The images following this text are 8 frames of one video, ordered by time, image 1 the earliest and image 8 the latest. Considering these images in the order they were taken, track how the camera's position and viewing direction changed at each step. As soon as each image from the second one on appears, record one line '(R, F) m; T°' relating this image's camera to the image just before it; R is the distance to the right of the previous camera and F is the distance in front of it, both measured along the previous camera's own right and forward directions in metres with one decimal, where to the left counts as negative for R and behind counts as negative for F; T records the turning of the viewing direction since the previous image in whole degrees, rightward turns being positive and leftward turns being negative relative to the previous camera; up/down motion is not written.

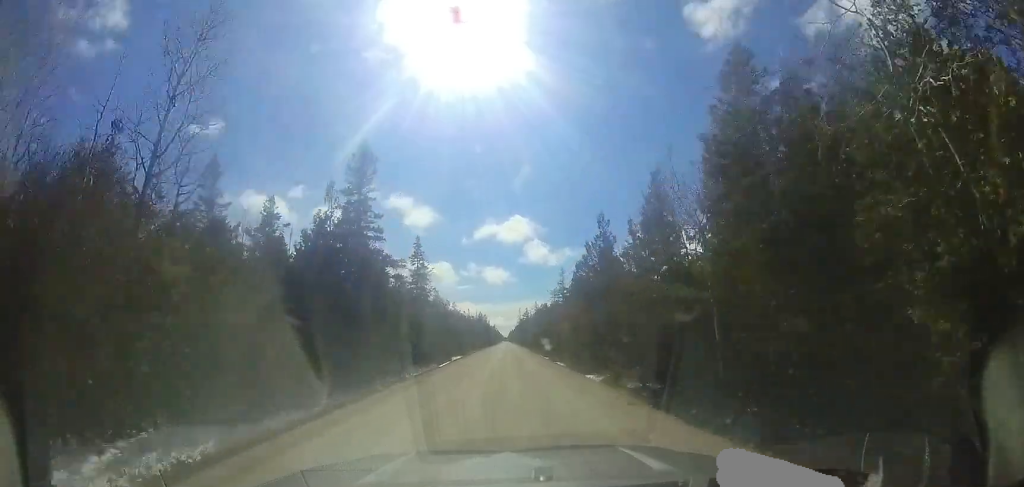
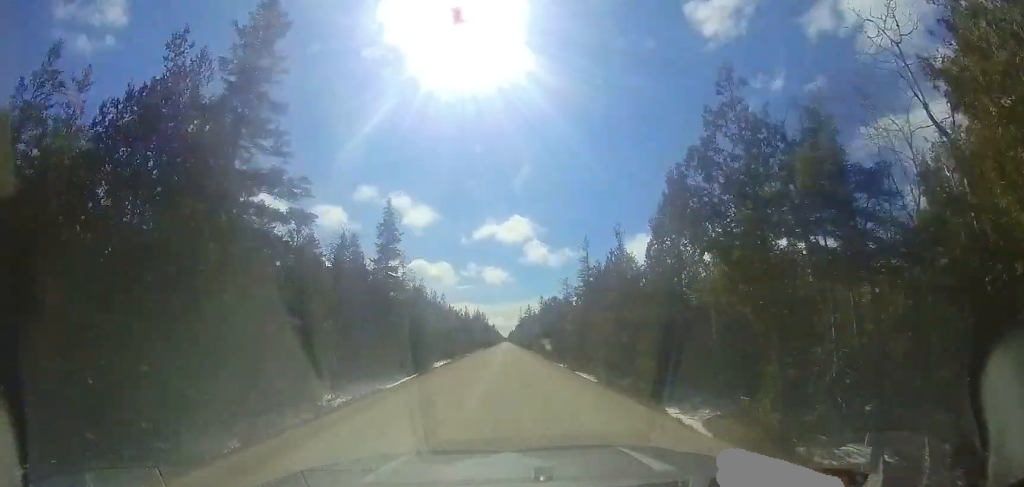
(+0.2, +12.2) m; +1°
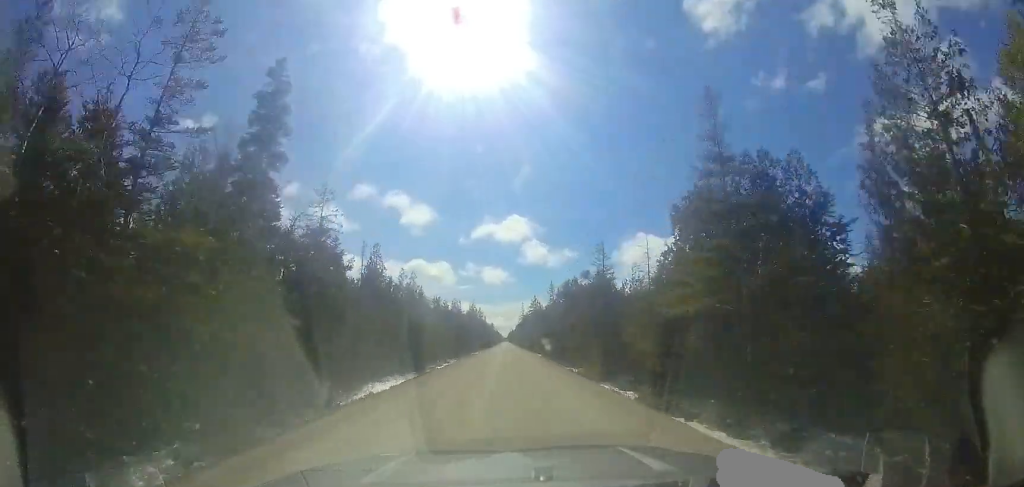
(+0.2, +18.8) m; +1°
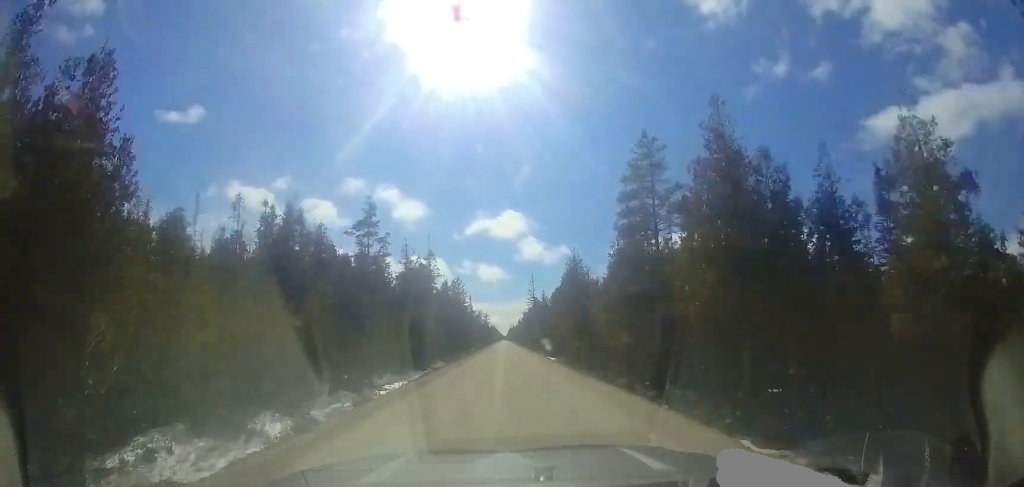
(-0.2, +62.5) m; -1°
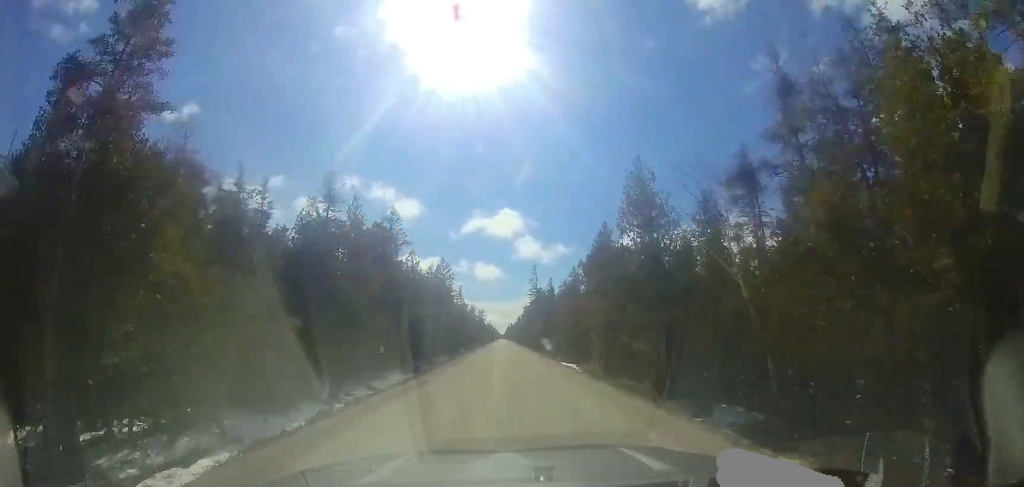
(-0.2, +15.2) m; 0°
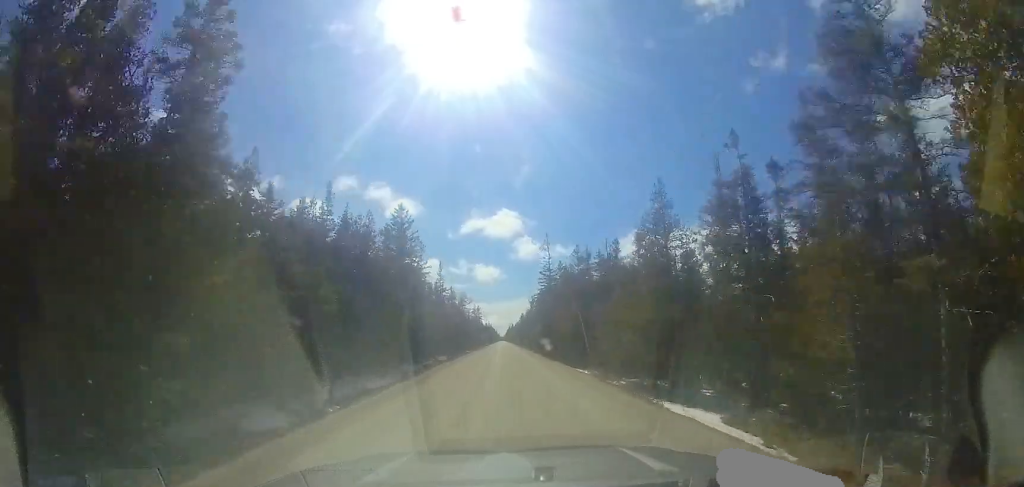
(+0.2, +22.9) m; +1°
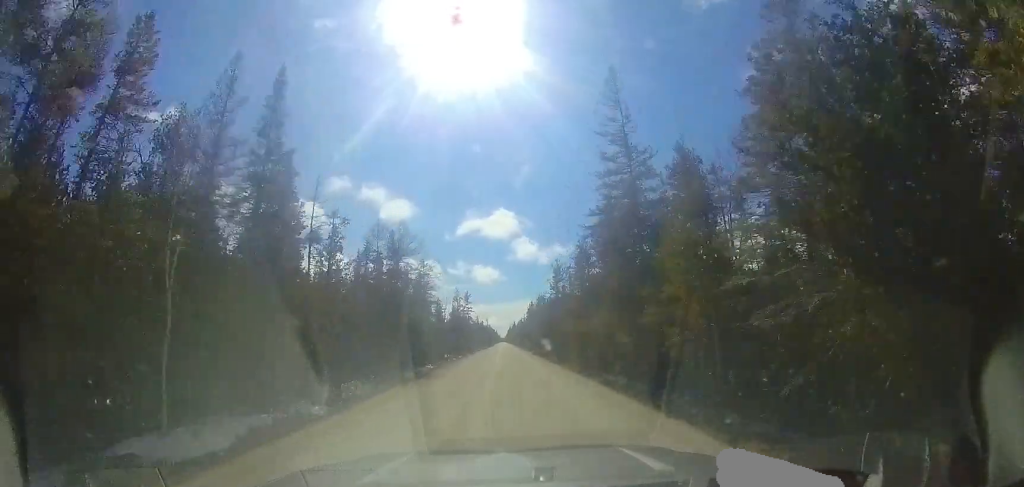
(+0.5, +37.2) m; 0°
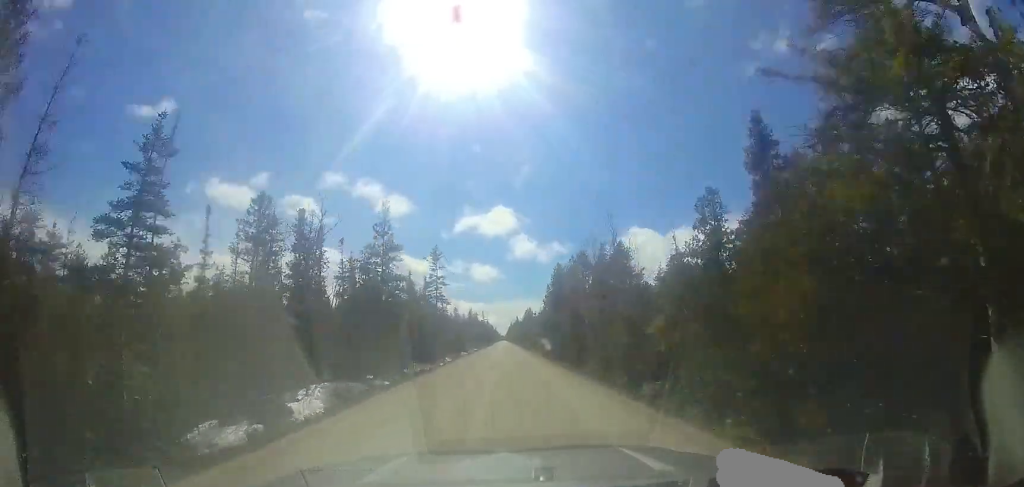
(-0.4, +38.4) m; 0°
